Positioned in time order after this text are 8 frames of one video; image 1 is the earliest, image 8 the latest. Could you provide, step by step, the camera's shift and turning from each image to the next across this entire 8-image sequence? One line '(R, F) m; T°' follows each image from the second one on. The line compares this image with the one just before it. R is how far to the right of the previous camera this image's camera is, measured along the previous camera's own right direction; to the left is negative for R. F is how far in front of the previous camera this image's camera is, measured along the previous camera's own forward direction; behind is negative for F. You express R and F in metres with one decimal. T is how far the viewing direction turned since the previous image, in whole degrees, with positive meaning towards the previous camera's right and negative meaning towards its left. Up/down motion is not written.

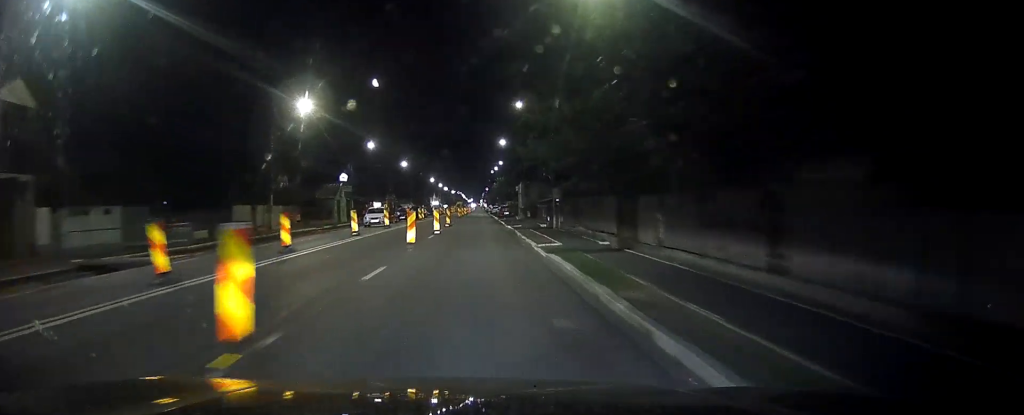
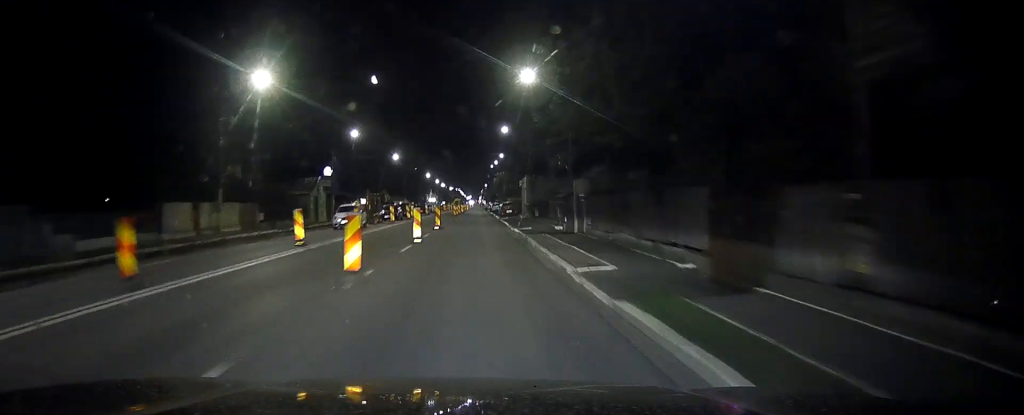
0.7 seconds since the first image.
(0.0, +10.6) m; 0°
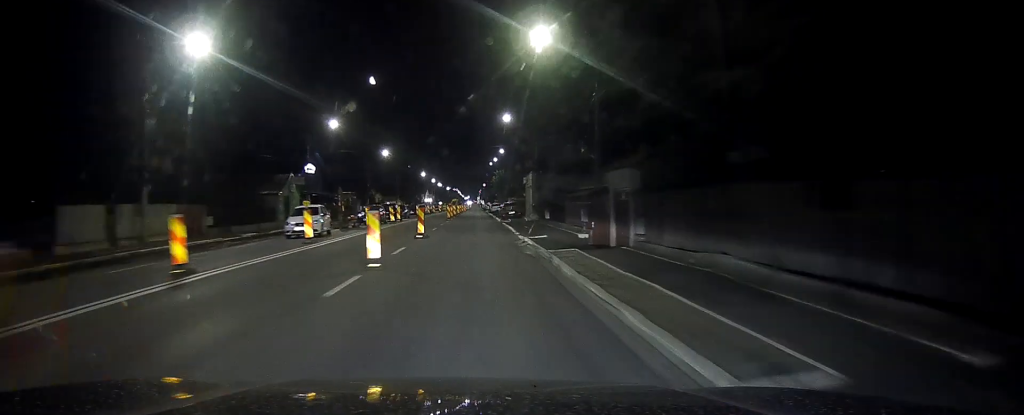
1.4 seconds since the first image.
(+0.1, +10.1) m; 0°
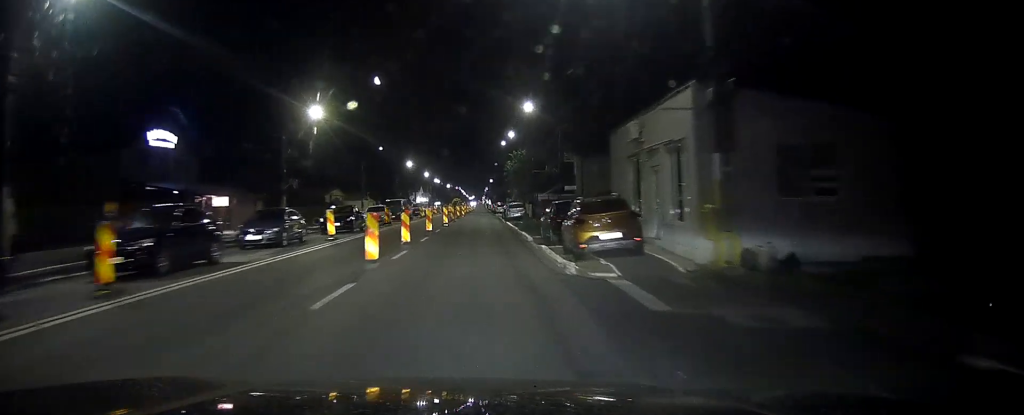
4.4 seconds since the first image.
(-0.3, +45.3) m; -1°
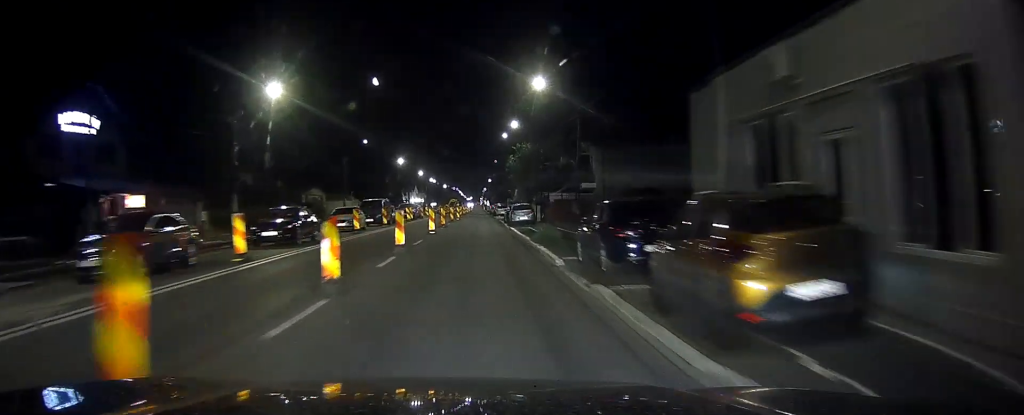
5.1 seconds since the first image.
(0.0, +11.1) m; 0°
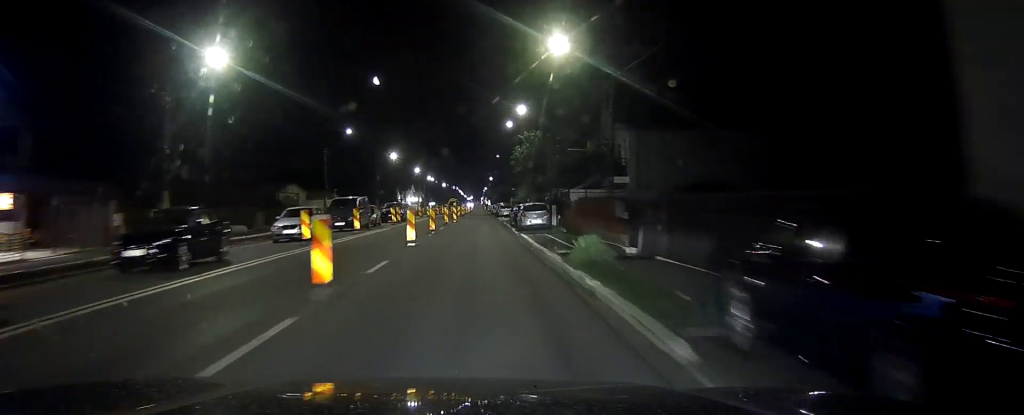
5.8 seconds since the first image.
(0.0, +10.6) m; 0°
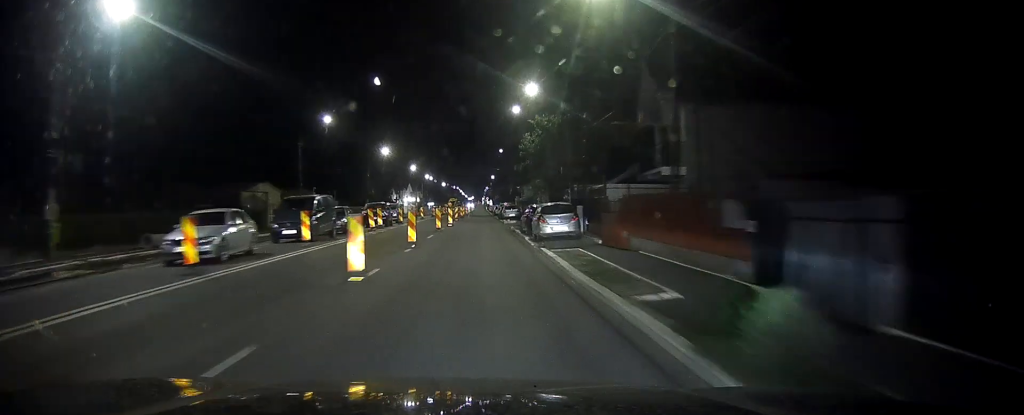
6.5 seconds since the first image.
(-0.1, +10.6) m; 0°
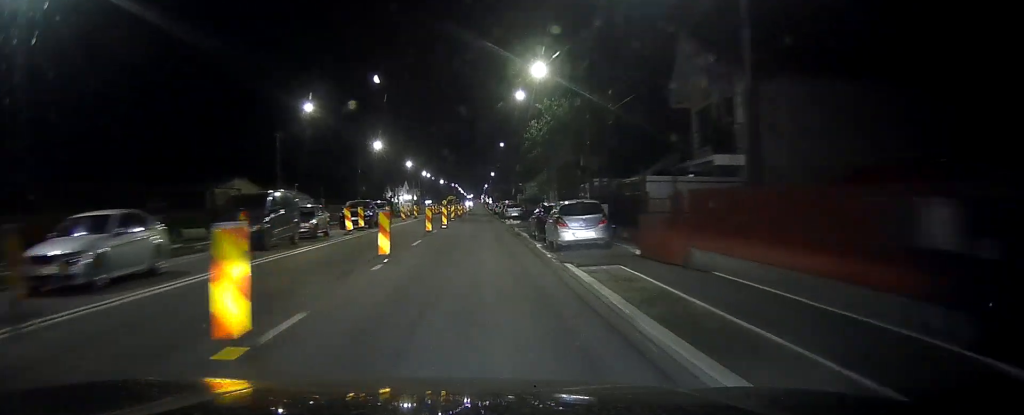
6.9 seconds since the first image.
(+0.1, +6.6) m; 0°
